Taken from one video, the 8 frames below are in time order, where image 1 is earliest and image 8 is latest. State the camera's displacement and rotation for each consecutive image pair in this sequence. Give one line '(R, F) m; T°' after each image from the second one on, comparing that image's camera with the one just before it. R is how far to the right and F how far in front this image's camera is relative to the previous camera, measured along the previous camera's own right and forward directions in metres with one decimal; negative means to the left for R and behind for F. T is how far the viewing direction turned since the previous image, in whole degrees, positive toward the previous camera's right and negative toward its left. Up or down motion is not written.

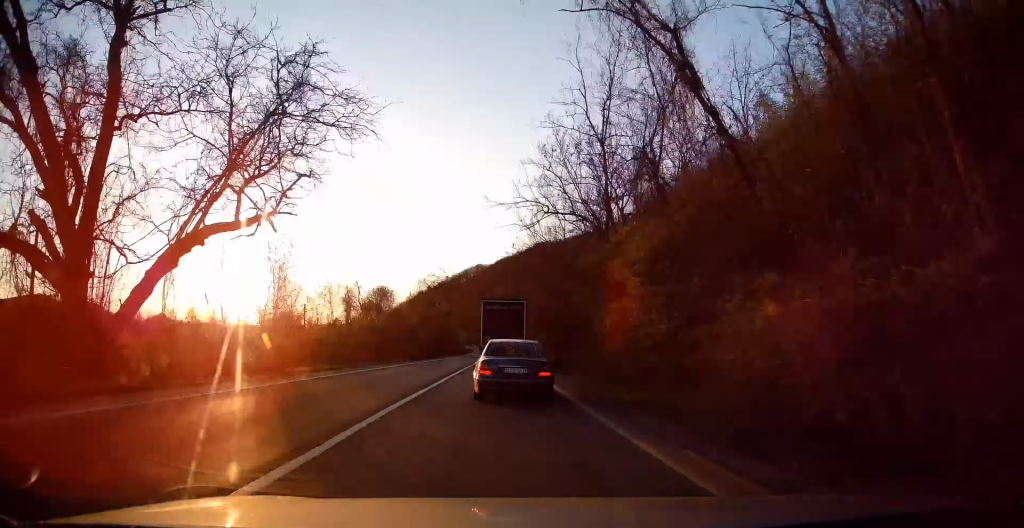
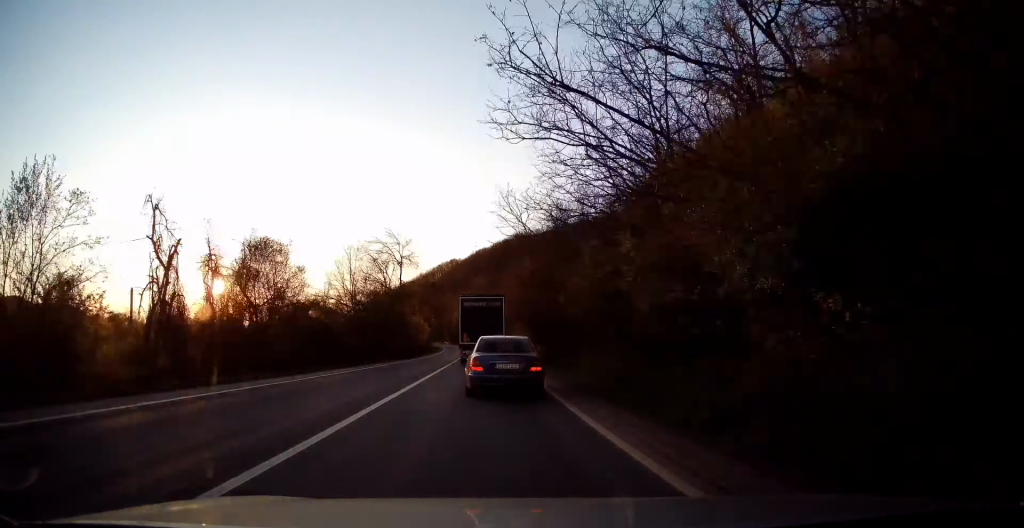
(+0.3, +23.8) m; +2°
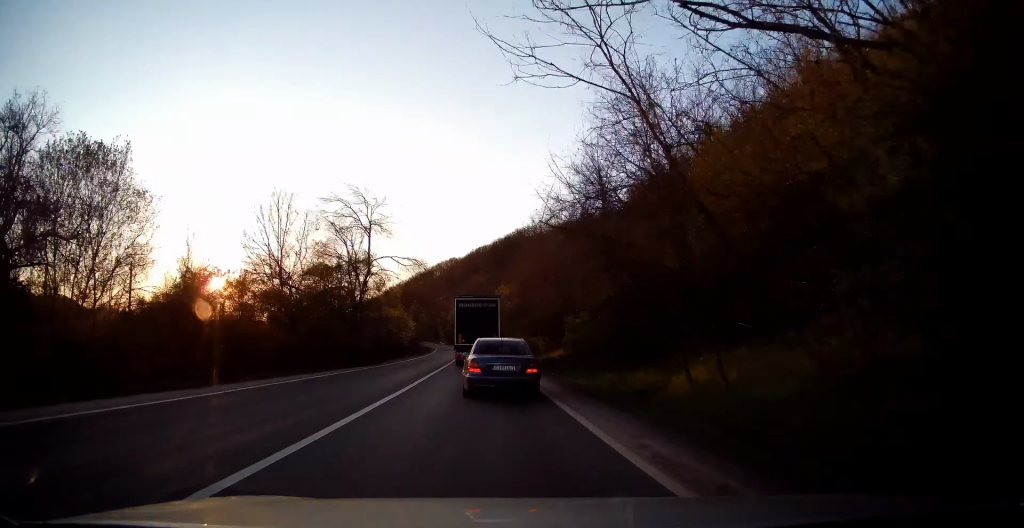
(+0.2, +15.9) m; +2°
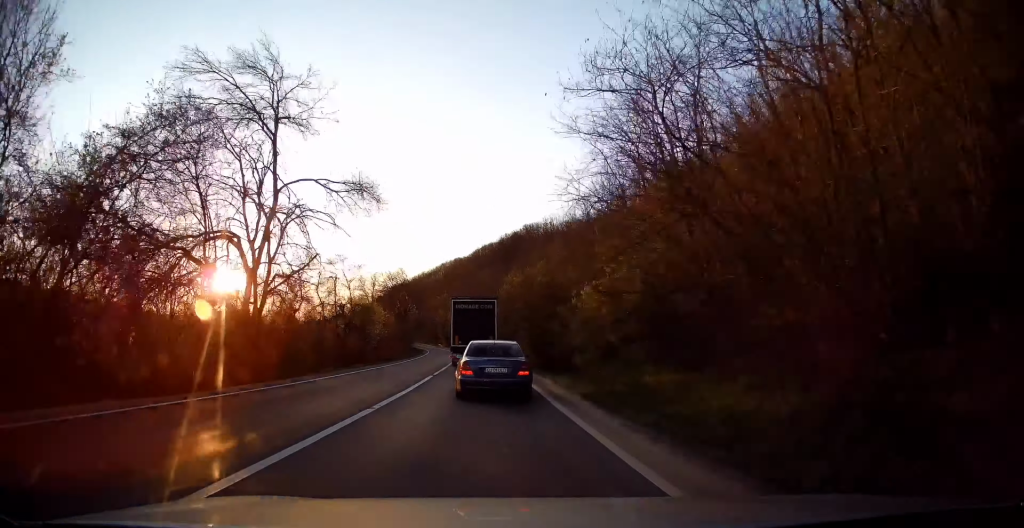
(+0.5, +19.9) m; 0°
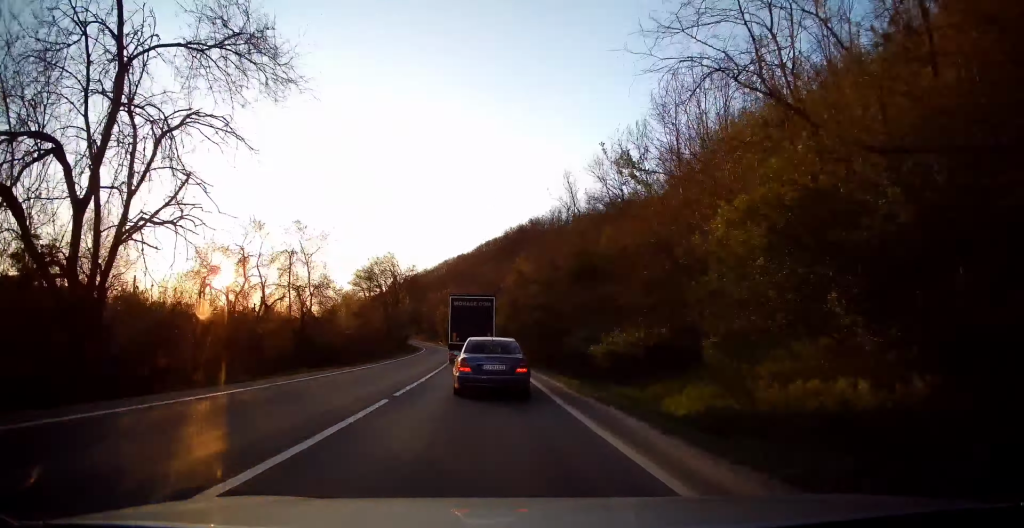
(-0.2, +10.9) m; -1°
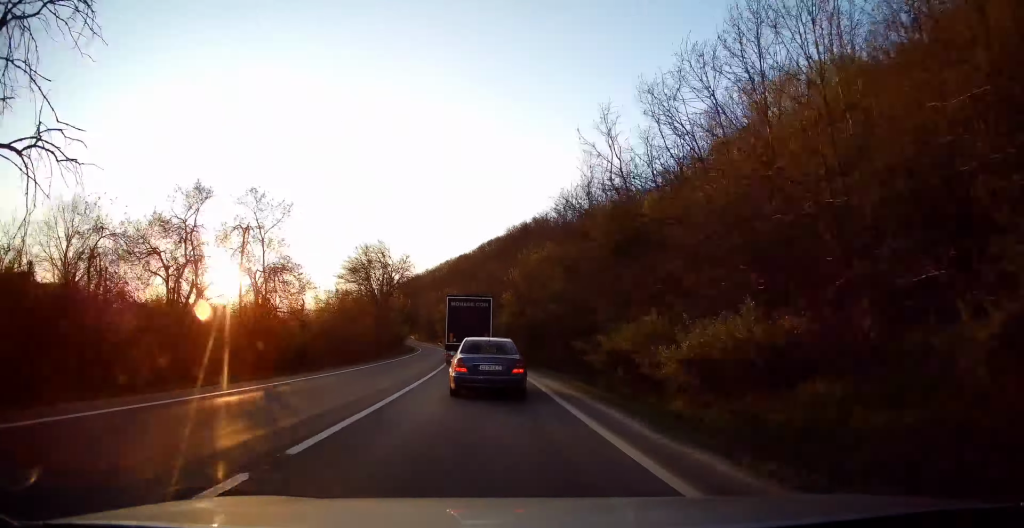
(-0.1, +6.9) m; 0°
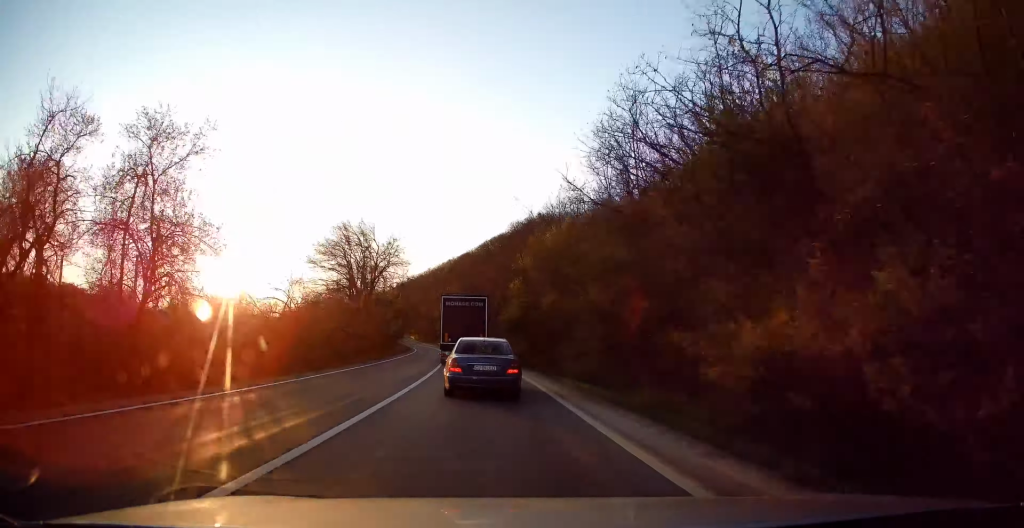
(+0.1, +9.2) m; 0°
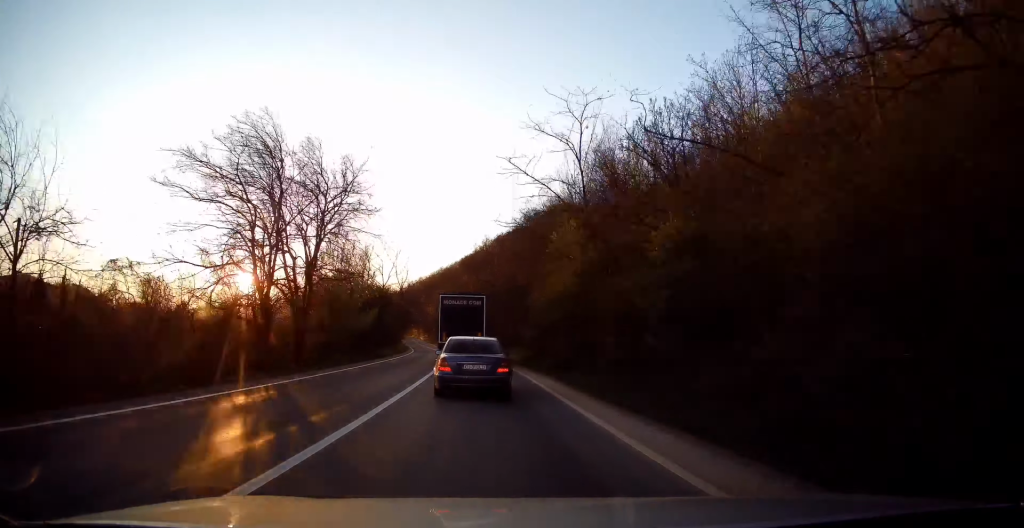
(-0.2, +19.0) m; -2°
